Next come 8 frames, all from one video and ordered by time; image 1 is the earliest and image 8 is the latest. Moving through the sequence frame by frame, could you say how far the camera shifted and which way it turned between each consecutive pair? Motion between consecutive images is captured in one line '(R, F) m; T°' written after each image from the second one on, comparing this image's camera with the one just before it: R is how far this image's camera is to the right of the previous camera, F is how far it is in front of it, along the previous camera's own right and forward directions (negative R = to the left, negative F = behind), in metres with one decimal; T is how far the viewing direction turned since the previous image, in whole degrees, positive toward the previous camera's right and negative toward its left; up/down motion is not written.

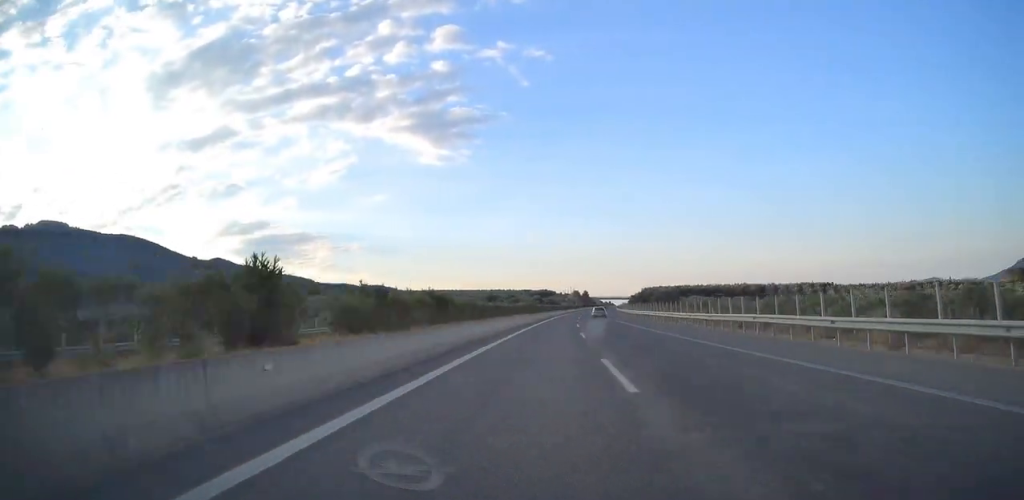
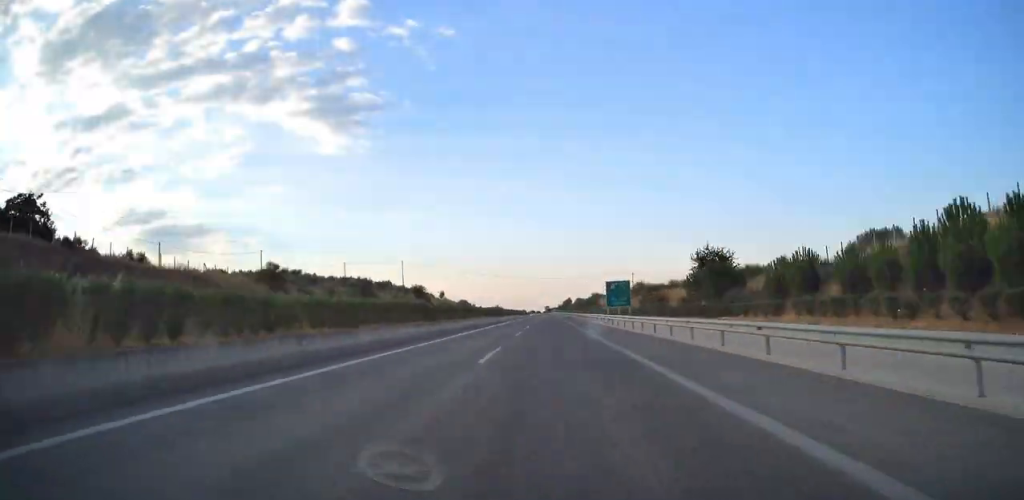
(+55.7, +586.2) m; +4°
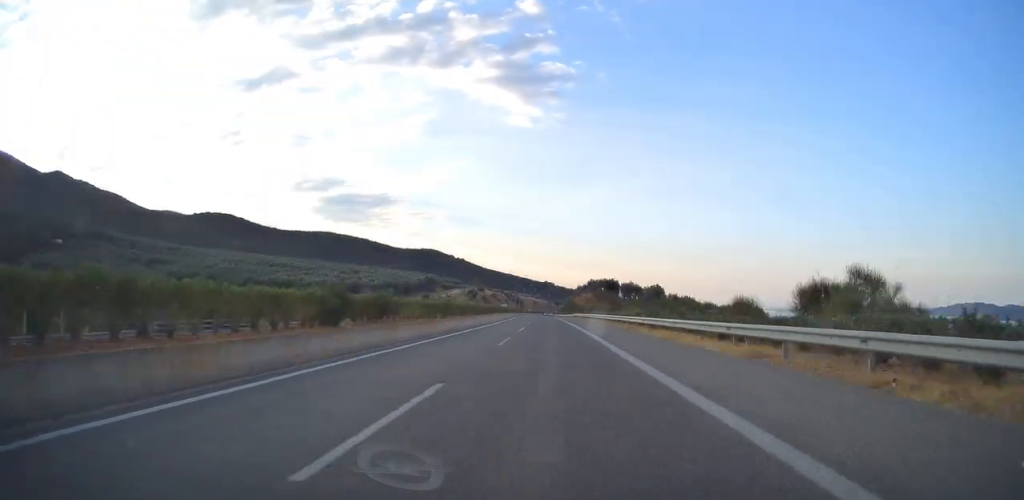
(-61.8, +532.3) m; -13°
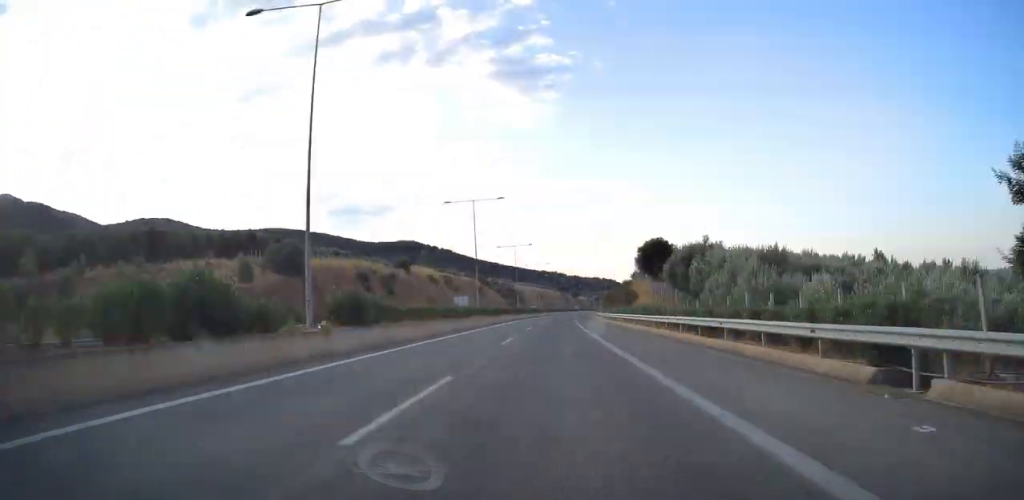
(-3.1, +196.4) m; +3°
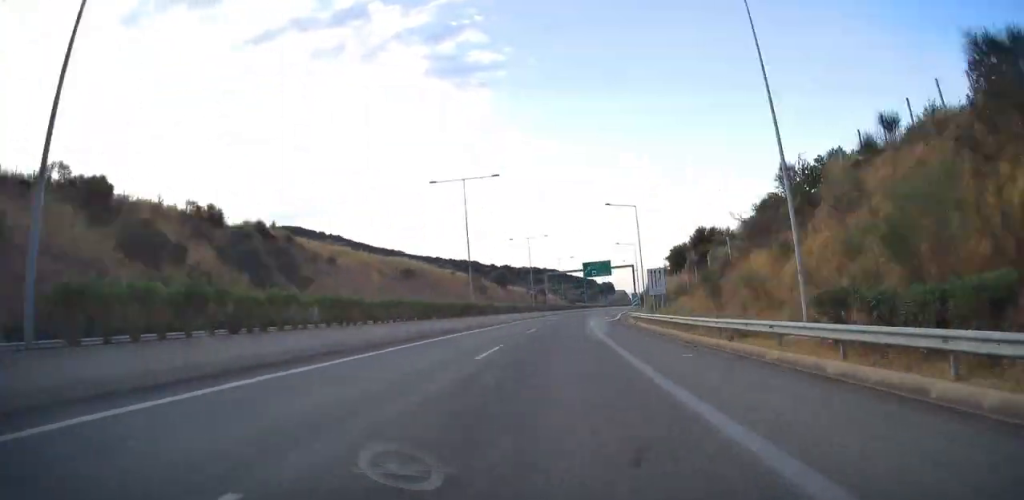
(-0.3, +186.0) m; +4°
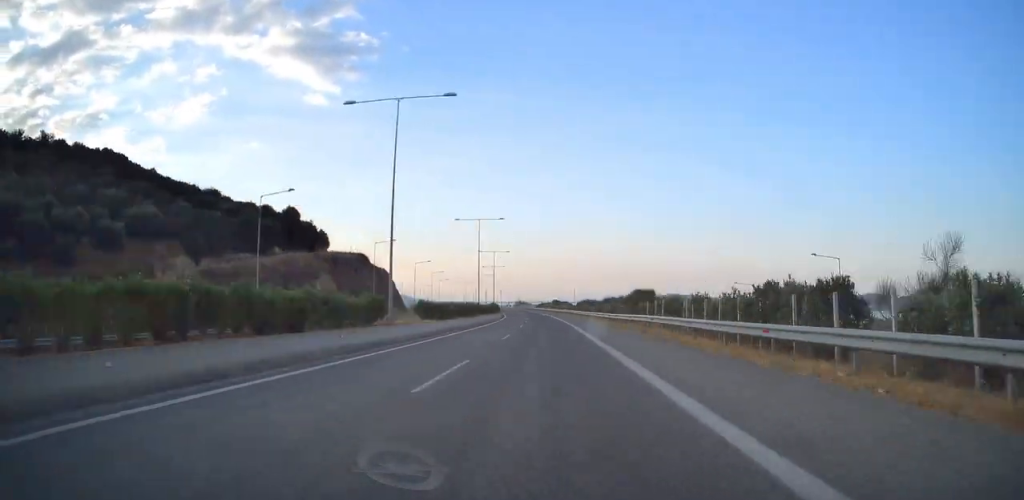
(+42.1, +421.2) m; 0°
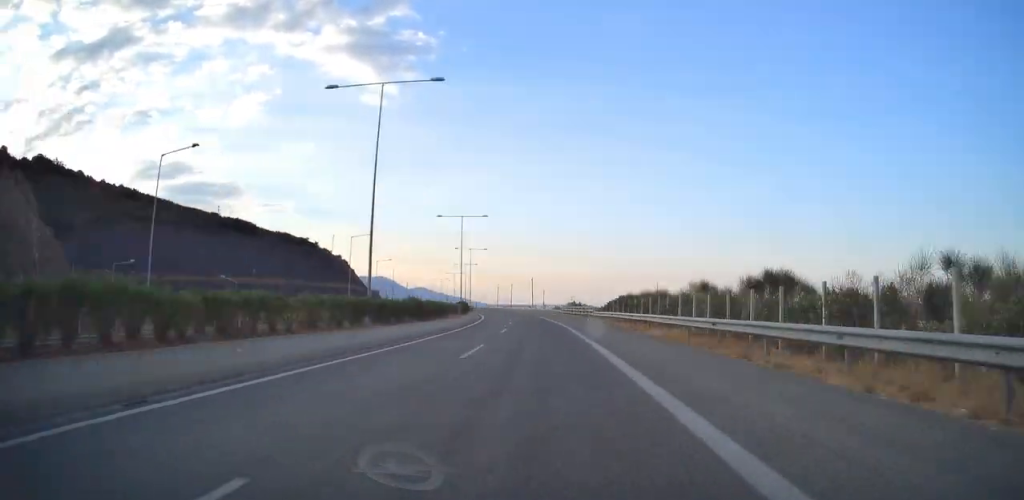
(+12.5, +137.6) m; -4°
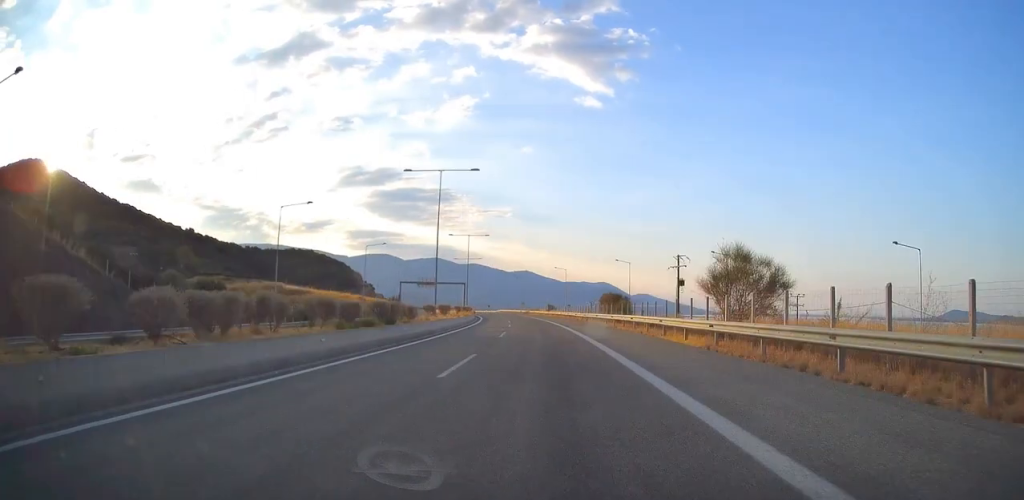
(-49.1, +287.2) m; -18°
